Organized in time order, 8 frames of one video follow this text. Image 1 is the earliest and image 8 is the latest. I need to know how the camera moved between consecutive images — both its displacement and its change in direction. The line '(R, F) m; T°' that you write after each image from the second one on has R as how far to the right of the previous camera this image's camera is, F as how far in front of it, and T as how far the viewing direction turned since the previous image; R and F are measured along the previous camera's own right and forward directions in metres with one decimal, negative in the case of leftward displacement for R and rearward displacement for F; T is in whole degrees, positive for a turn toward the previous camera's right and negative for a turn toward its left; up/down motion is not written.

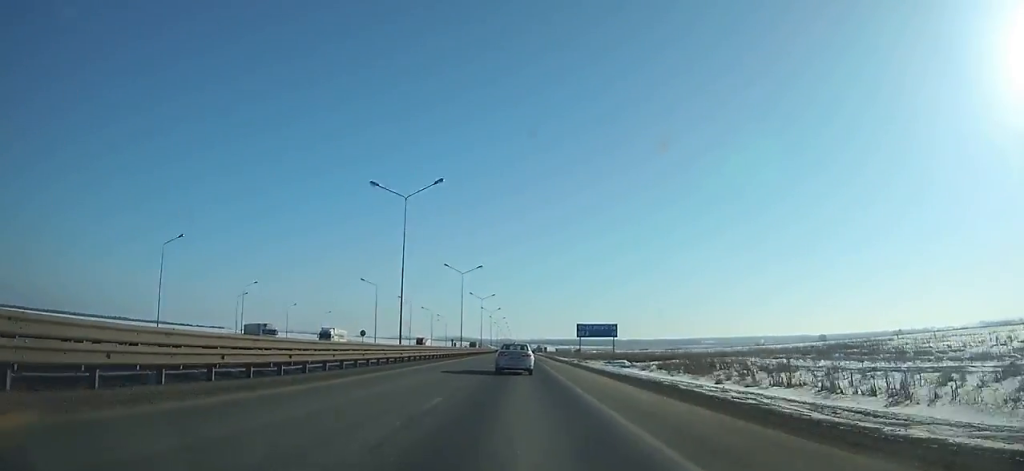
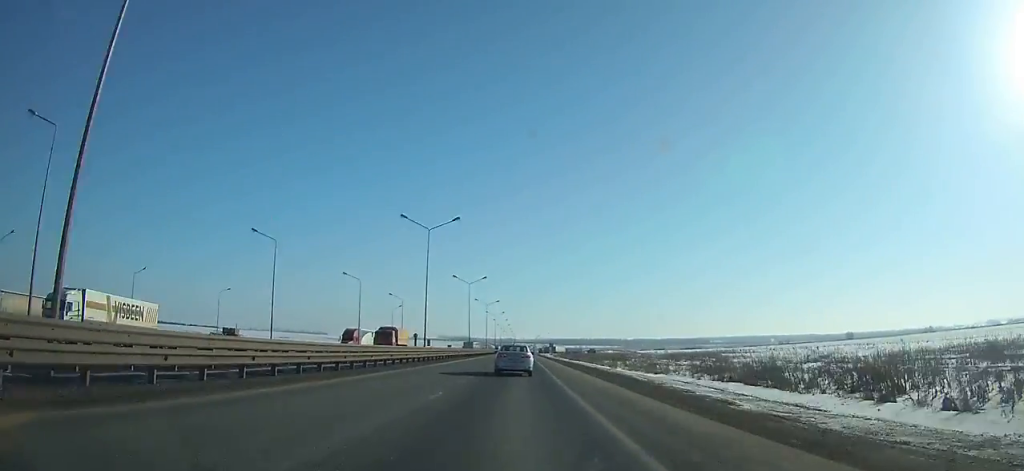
(-0.5, +69.6) m; 0°
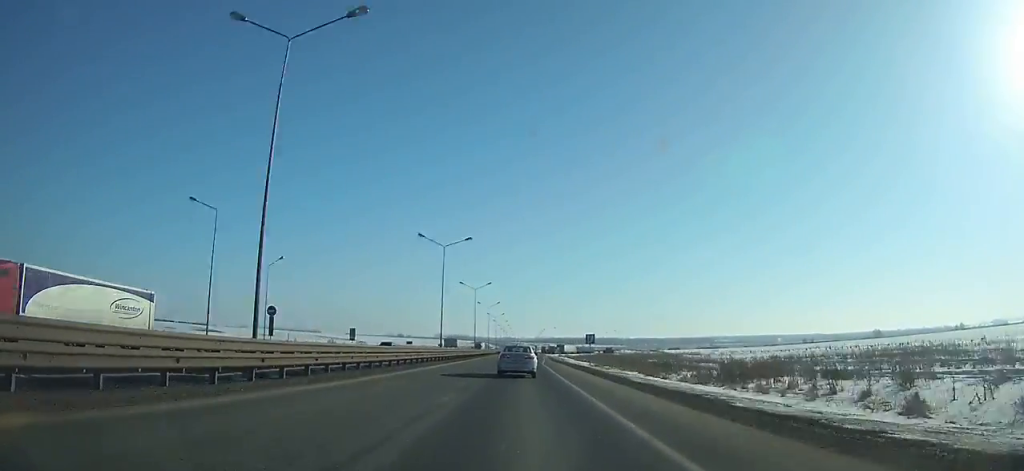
(+0.1, +71.4) m; 0°
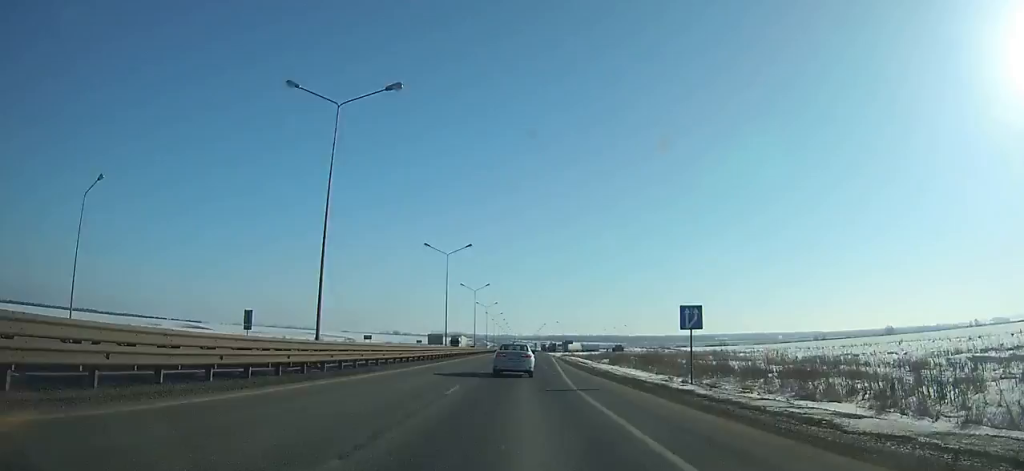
(+0.1, +33.4) m; 0°
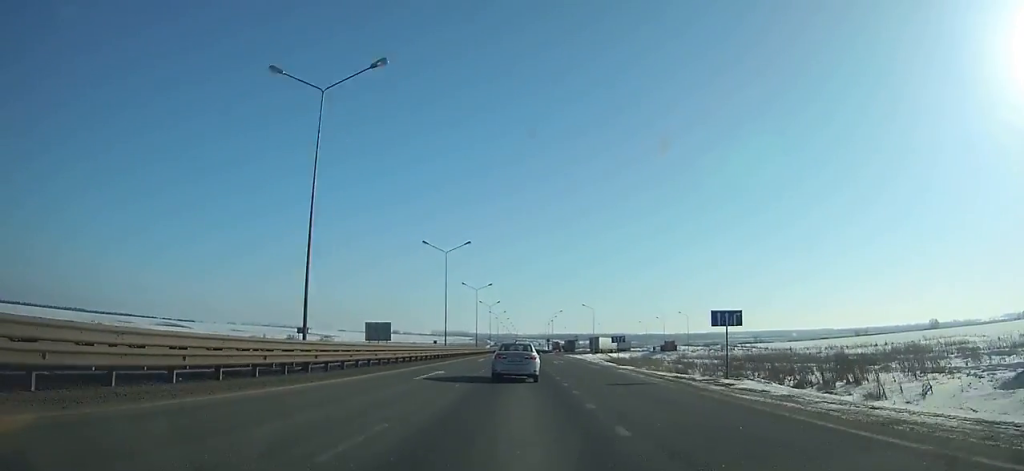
(+0.2, +79.5) m; 0°
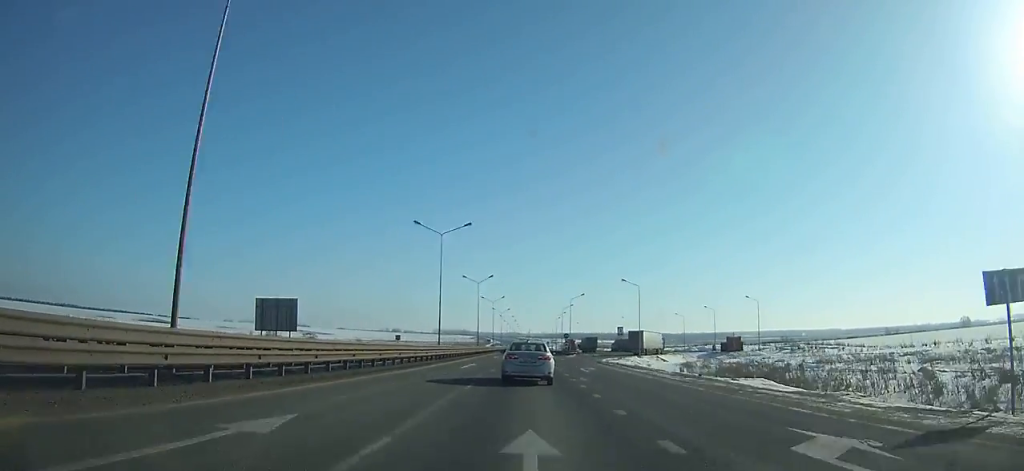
(0.0, +48.1) m; 0°
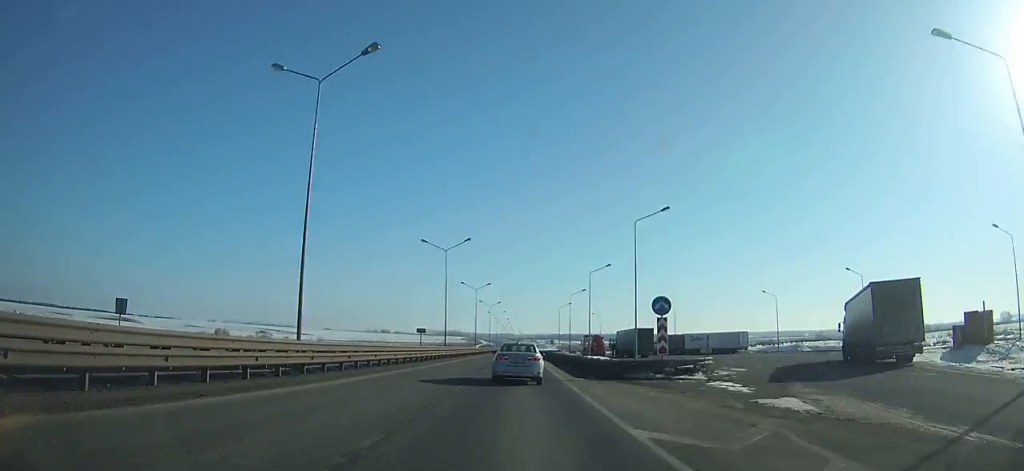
(+0.1, +71.2) m; 0°
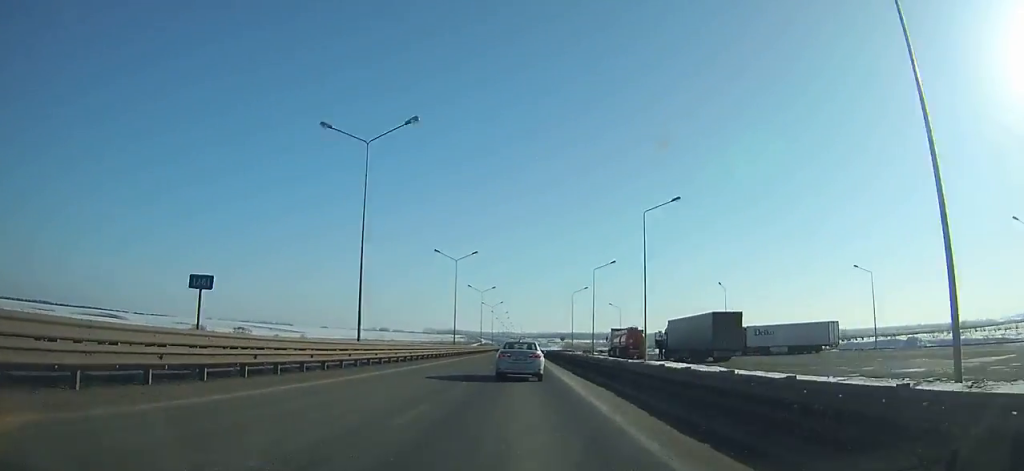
(0.0, +32.1) m; 0°
